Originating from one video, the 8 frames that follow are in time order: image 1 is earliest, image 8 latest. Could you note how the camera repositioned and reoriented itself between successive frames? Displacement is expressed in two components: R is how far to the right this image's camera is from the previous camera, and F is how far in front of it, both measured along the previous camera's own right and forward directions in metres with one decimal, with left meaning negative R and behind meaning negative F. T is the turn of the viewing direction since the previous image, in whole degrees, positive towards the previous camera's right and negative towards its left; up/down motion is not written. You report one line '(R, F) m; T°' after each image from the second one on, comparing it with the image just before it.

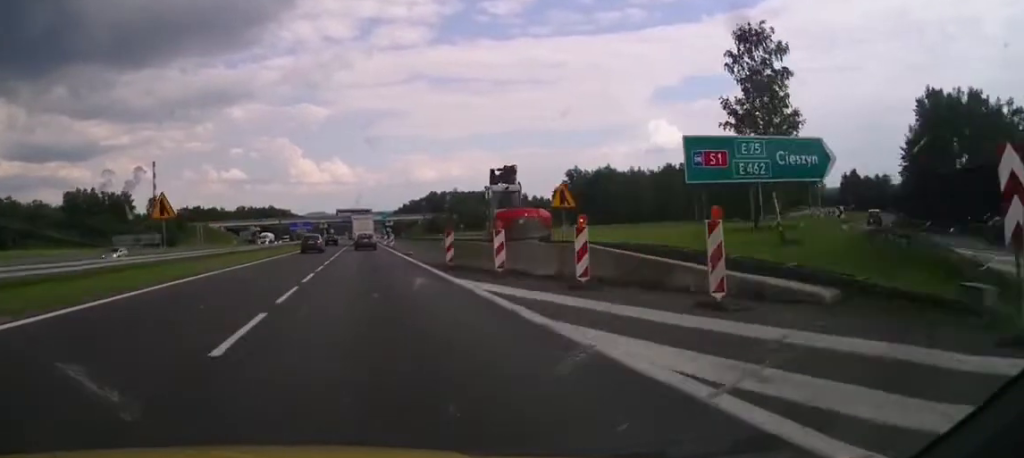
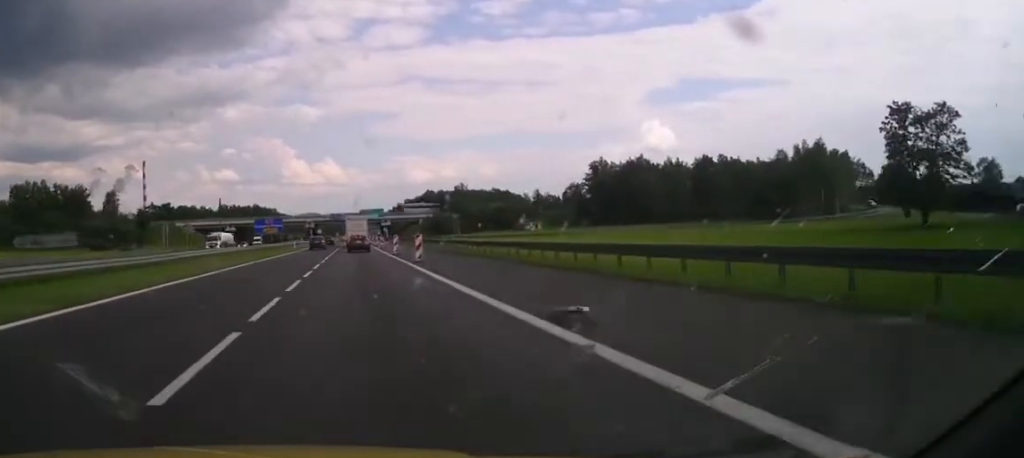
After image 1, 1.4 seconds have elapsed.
(+0.1, +32.5) m; 0°
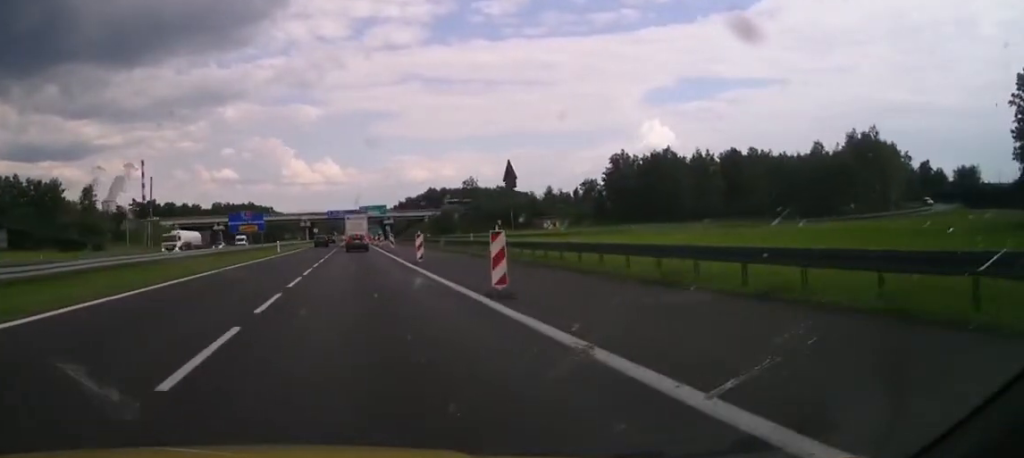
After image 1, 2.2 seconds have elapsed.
(-0.1, +17.1) m; -1°
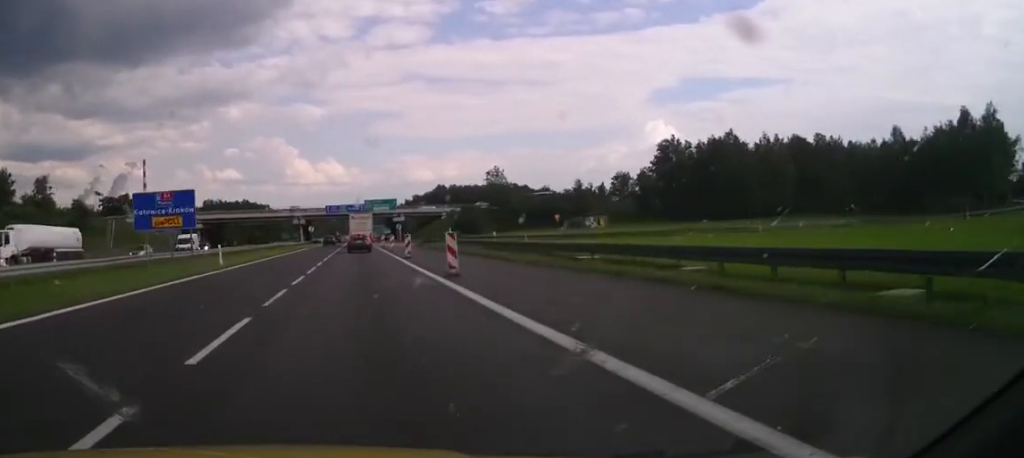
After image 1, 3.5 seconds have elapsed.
(-0.5, +29.4) m; 0°
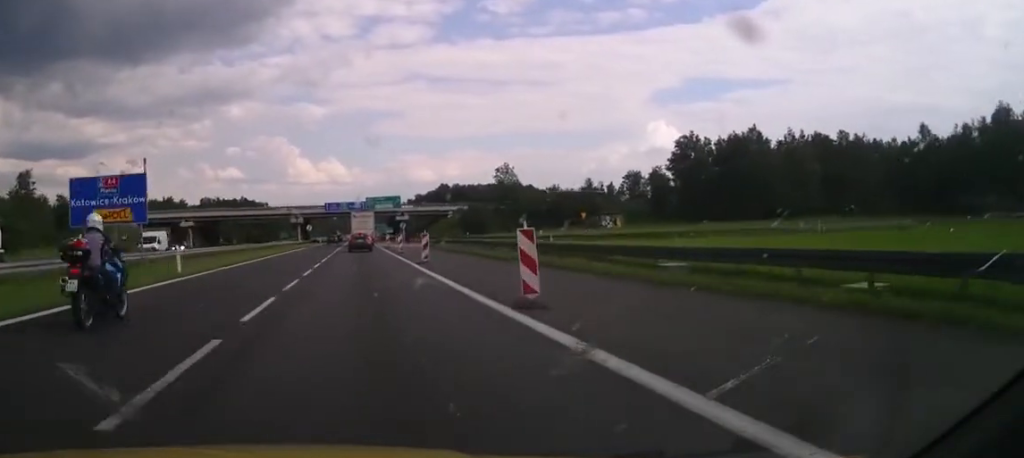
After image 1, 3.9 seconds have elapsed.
(-0.1, +8.8) m; +1°
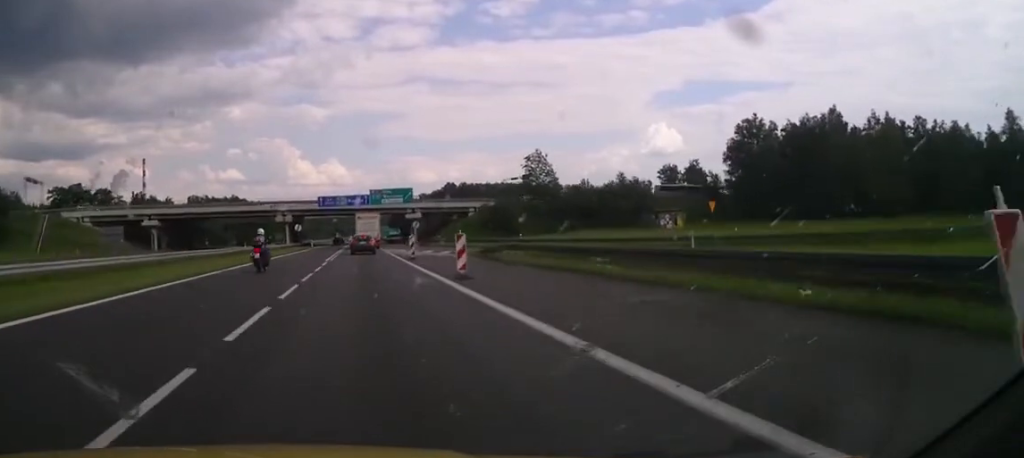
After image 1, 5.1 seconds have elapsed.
(+0.4, +25.8) m; 0°
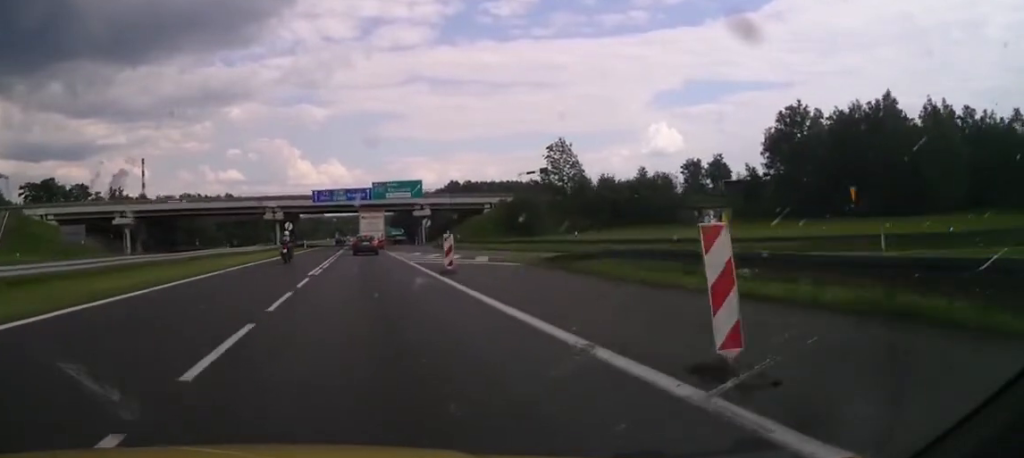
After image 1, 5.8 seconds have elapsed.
(-0.3, +14.3) m; -1°
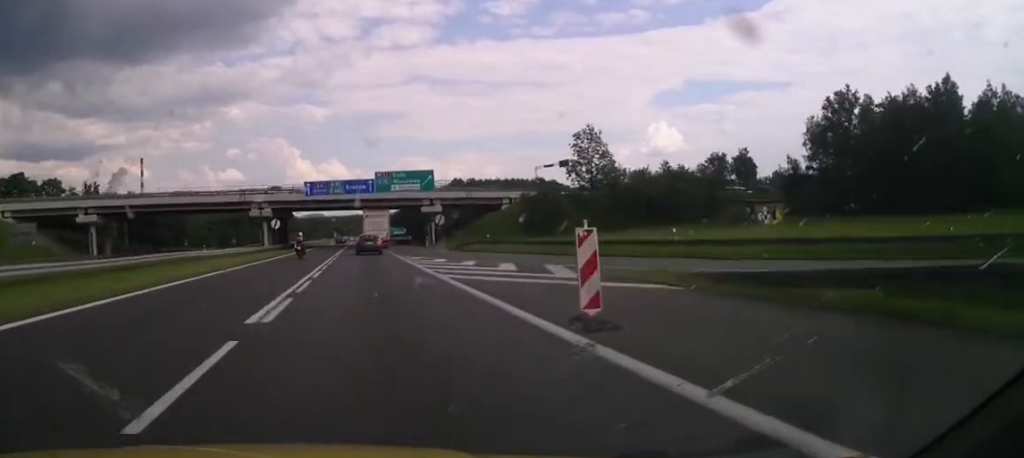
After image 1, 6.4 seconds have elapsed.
(0.0, +13.6) m; +1°
